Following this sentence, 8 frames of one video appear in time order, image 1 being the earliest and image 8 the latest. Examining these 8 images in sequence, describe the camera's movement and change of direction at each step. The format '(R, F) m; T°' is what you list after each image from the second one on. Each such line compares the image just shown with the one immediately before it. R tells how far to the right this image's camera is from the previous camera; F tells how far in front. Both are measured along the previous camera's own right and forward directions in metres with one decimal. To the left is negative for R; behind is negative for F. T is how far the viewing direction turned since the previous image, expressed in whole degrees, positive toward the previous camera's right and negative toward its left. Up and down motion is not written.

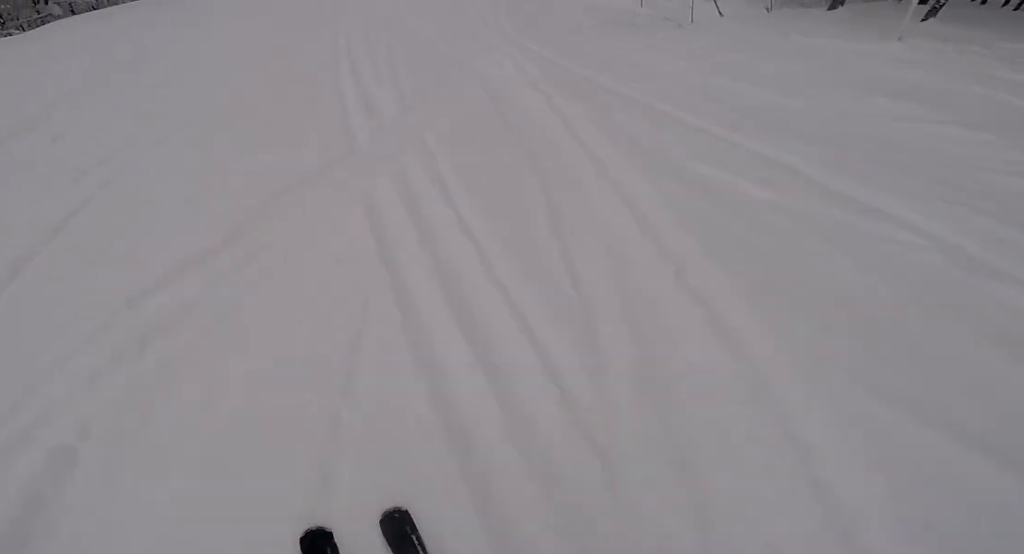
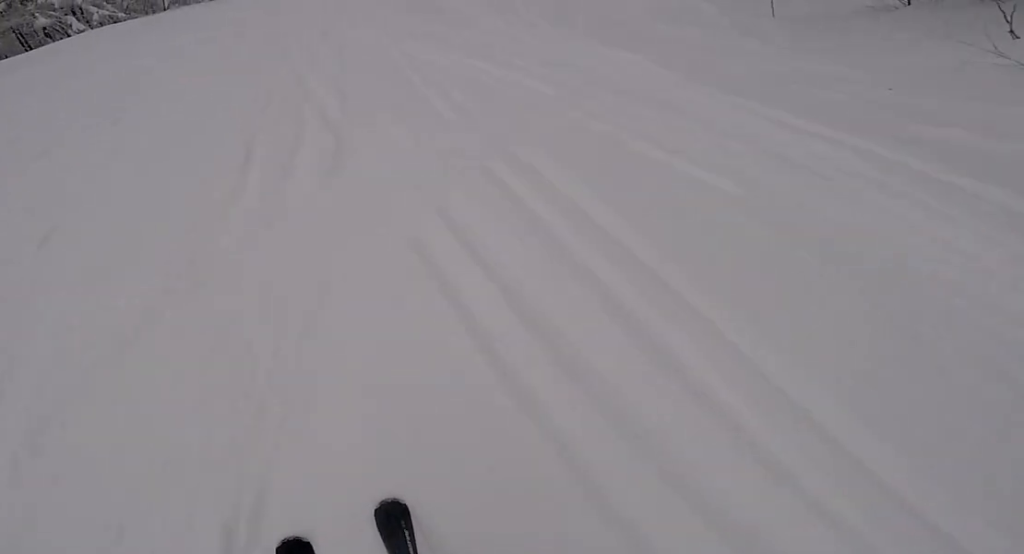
(+0.3, +5.9) m; +3°
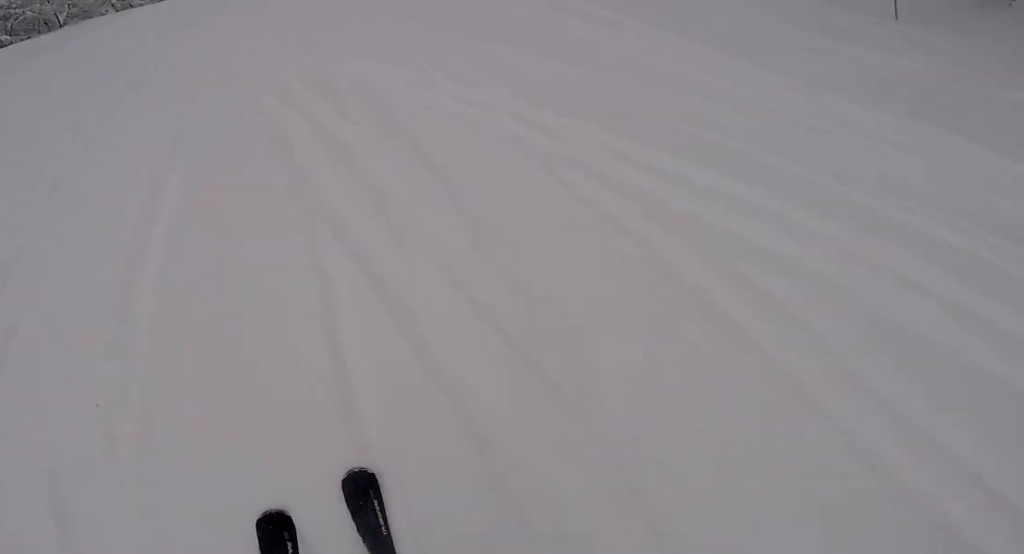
(+0.2, +4.3) m; 0°
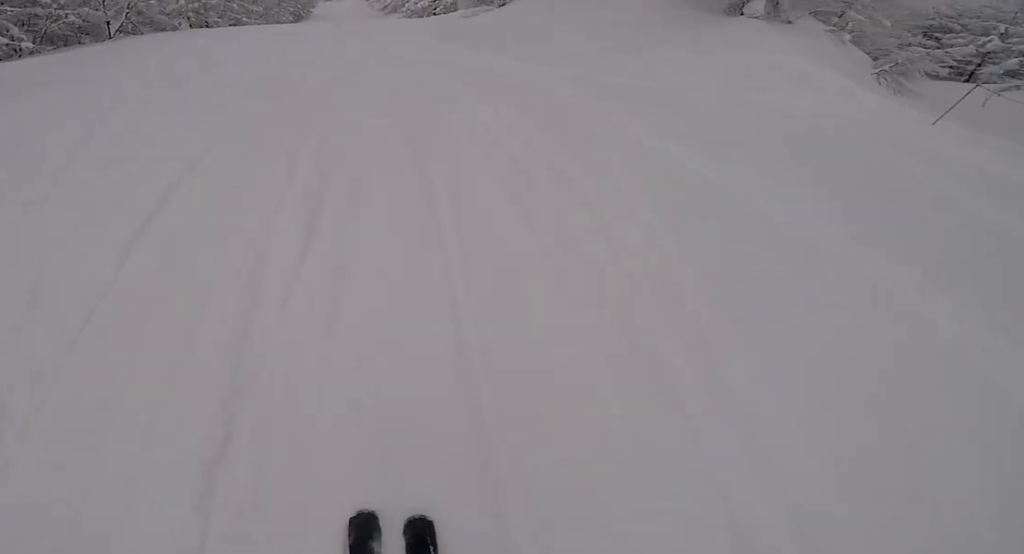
(-0.3, +9.7) m; 0°
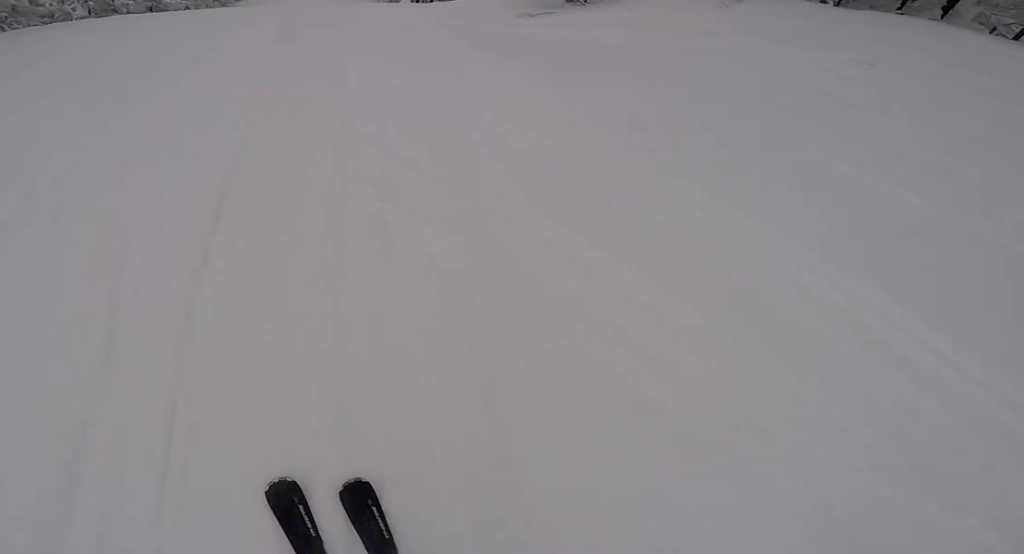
(+0.5, +11.8) m; +2°
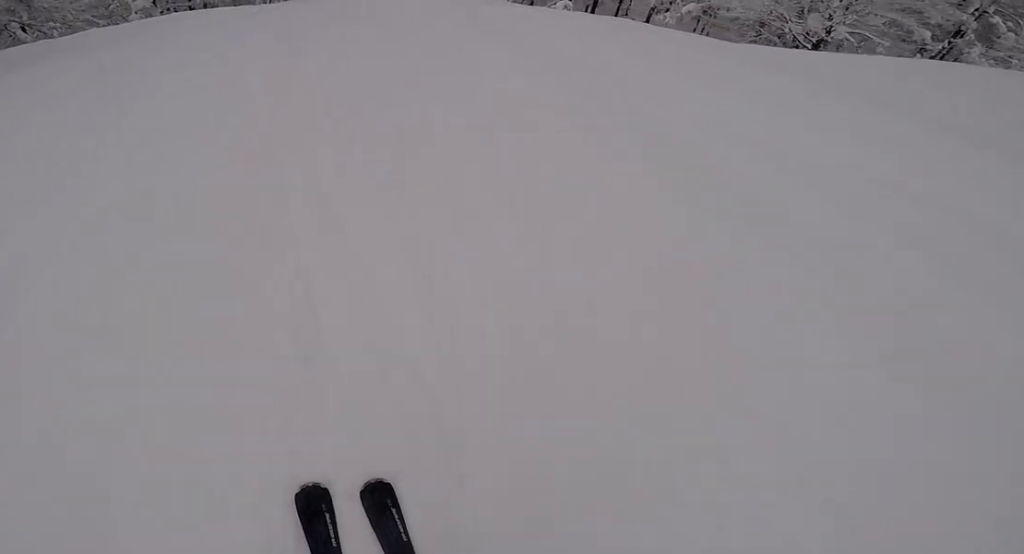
(-0.5, +13.8) m; -2°
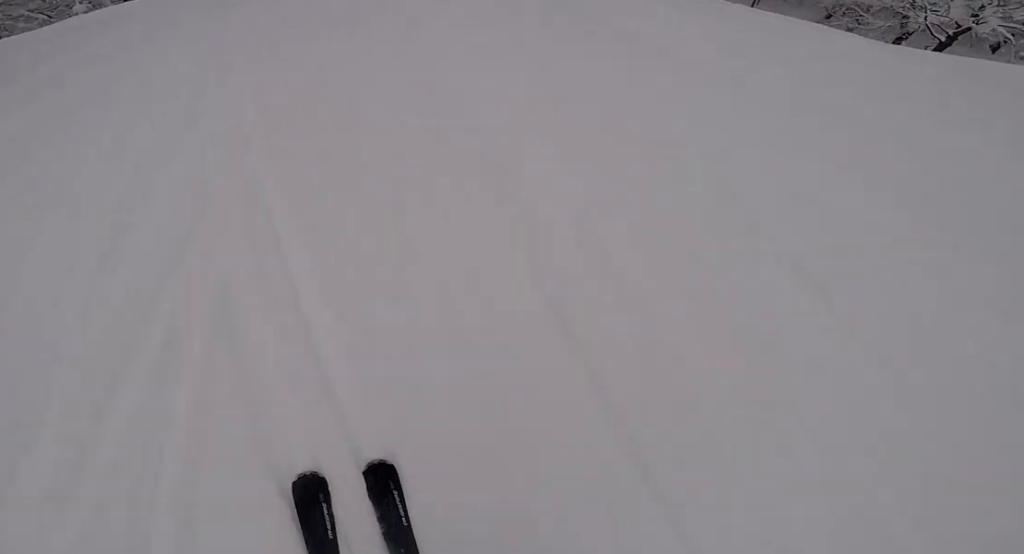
(+0.1, +4.8) m; +5°
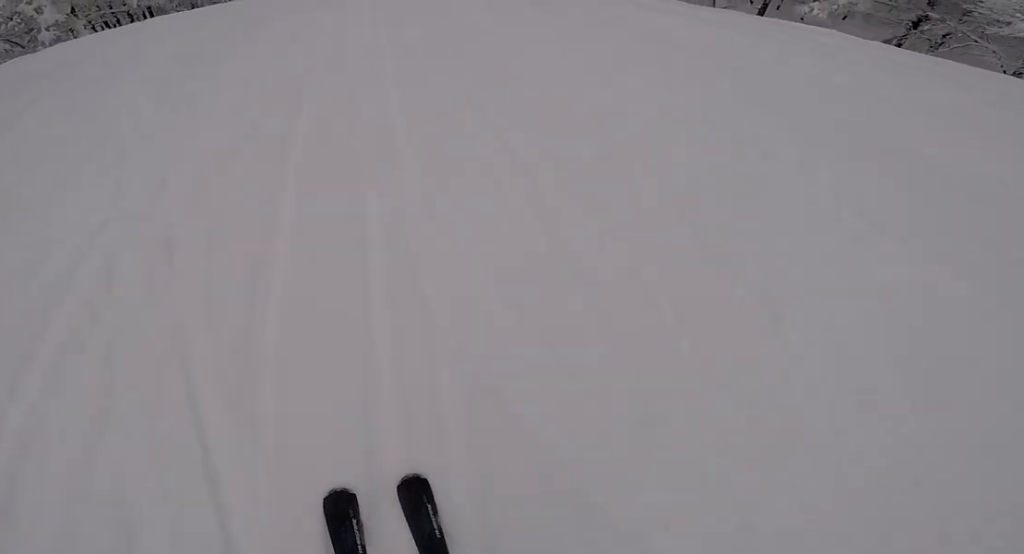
(-0.1, +5.3) m; +7°
